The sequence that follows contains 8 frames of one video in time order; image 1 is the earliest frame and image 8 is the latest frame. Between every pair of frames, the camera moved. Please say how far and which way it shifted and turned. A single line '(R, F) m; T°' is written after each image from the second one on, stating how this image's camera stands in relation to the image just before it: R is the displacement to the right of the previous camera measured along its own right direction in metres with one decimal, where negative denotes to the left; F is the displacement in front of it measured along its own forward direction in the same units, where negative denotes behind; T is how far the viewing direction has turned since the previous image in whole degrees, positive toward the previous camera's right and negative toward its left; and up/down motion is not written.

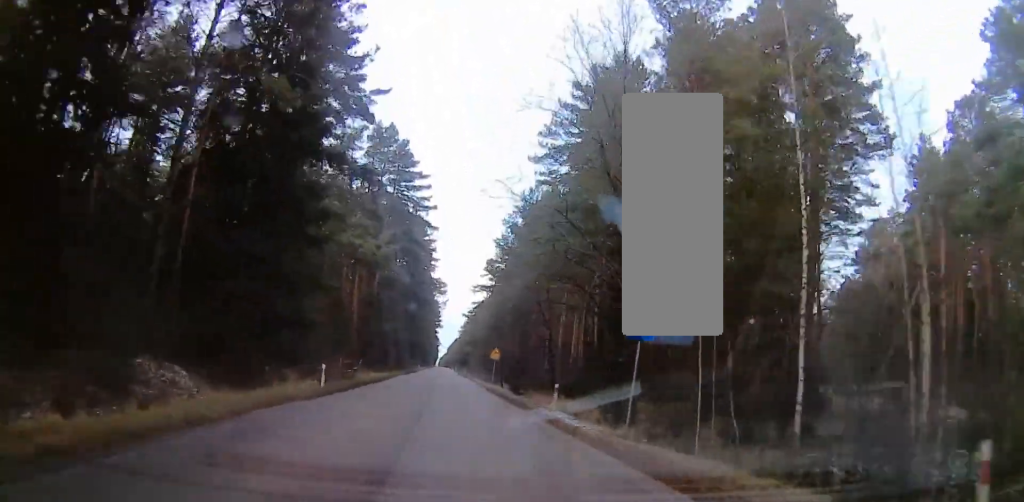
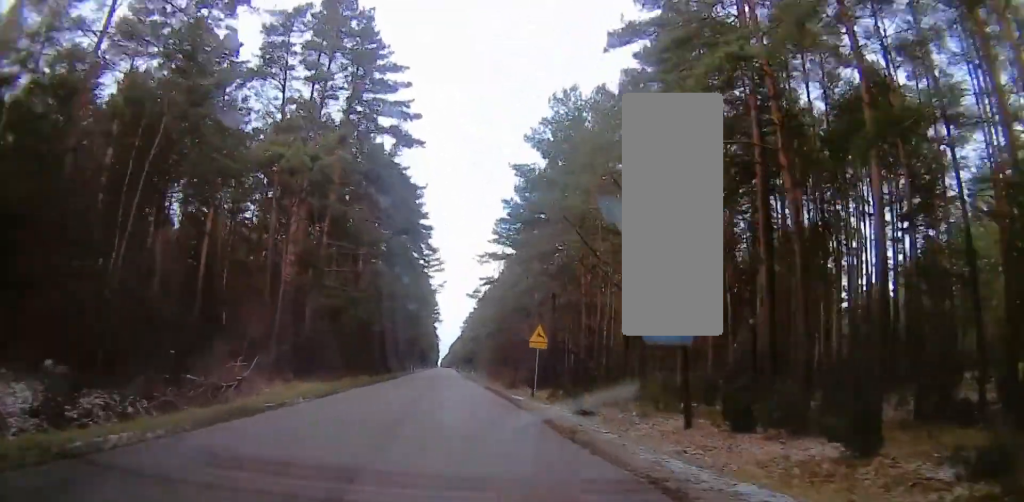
(0.0, +30.7) m; -1°
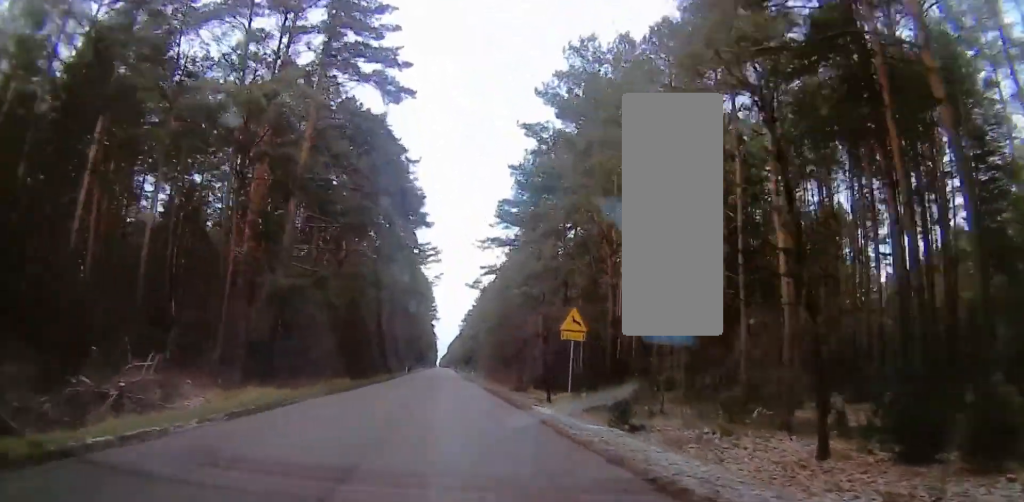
(+0.2, +9.3) m; -1°
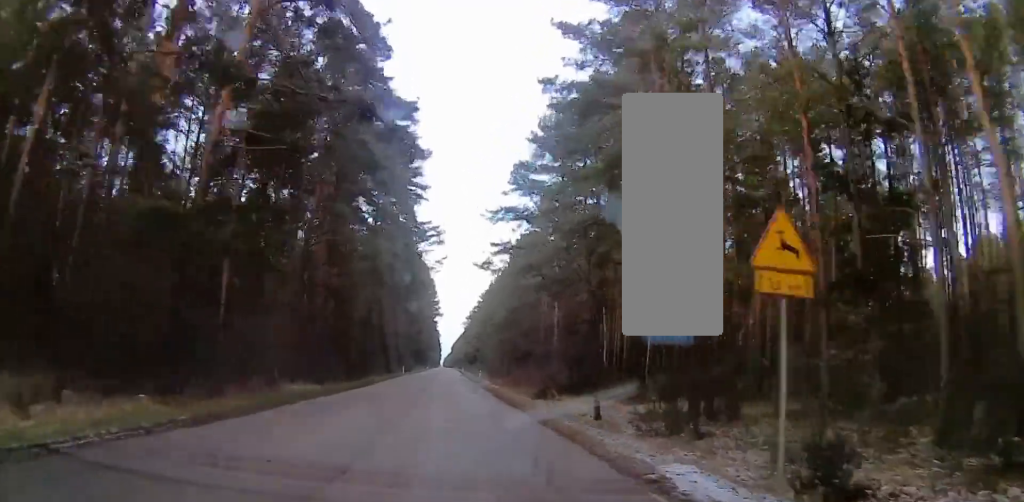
(-0.6, +13.6) m; -2°
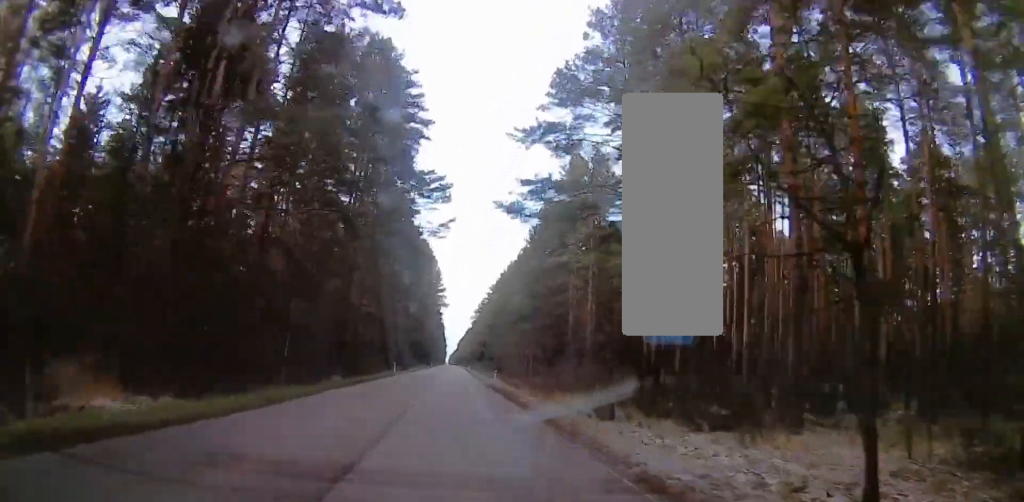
(-0.3, +19.7) m; -1°
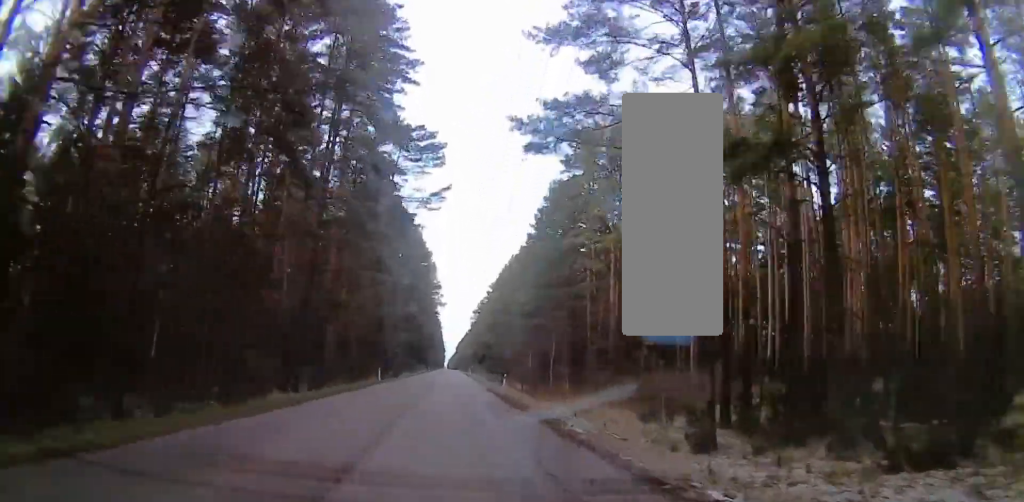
(0.0, +11.5) m; 0°
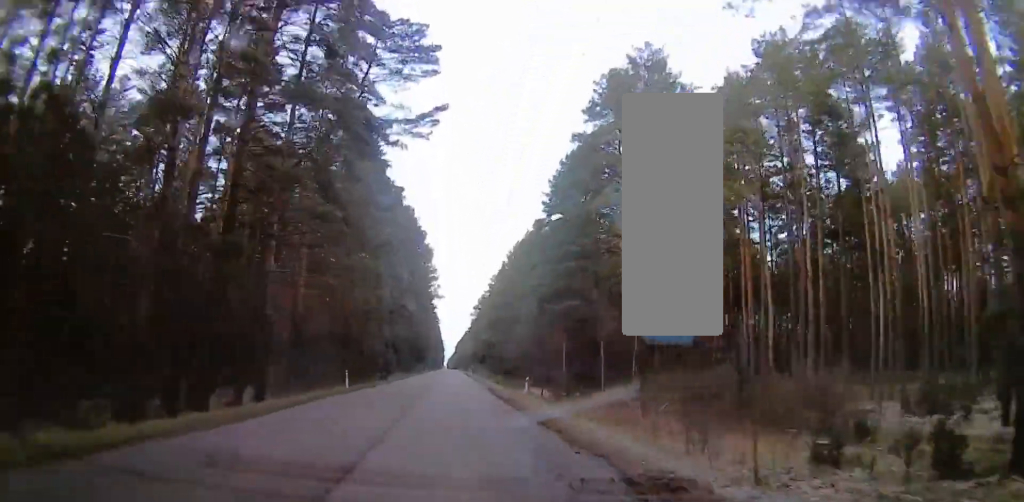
(0.0, +14.7) m; 0°
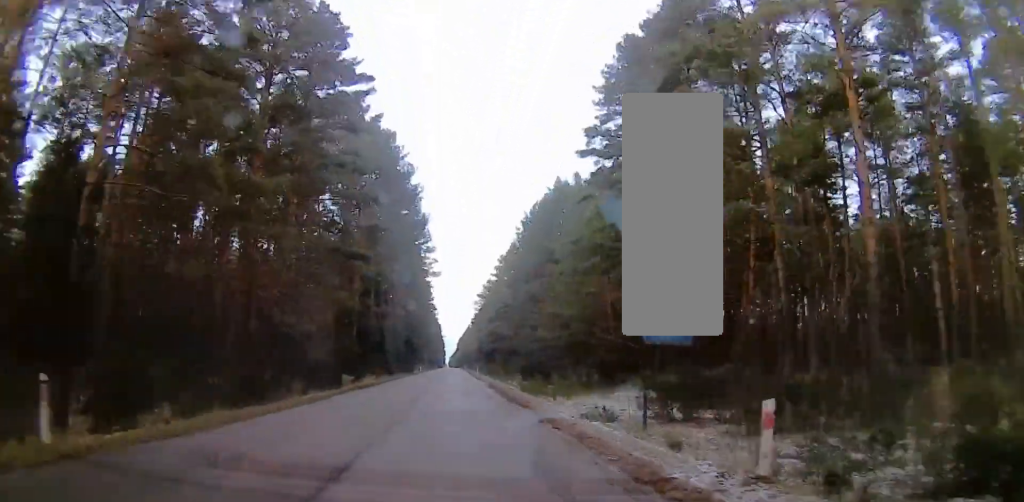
(0.0, +24.8) m; 0°
